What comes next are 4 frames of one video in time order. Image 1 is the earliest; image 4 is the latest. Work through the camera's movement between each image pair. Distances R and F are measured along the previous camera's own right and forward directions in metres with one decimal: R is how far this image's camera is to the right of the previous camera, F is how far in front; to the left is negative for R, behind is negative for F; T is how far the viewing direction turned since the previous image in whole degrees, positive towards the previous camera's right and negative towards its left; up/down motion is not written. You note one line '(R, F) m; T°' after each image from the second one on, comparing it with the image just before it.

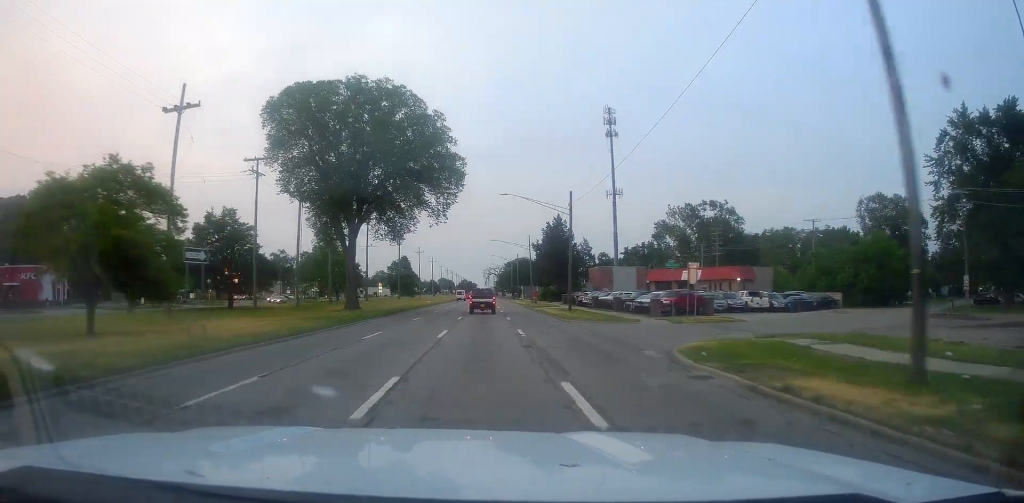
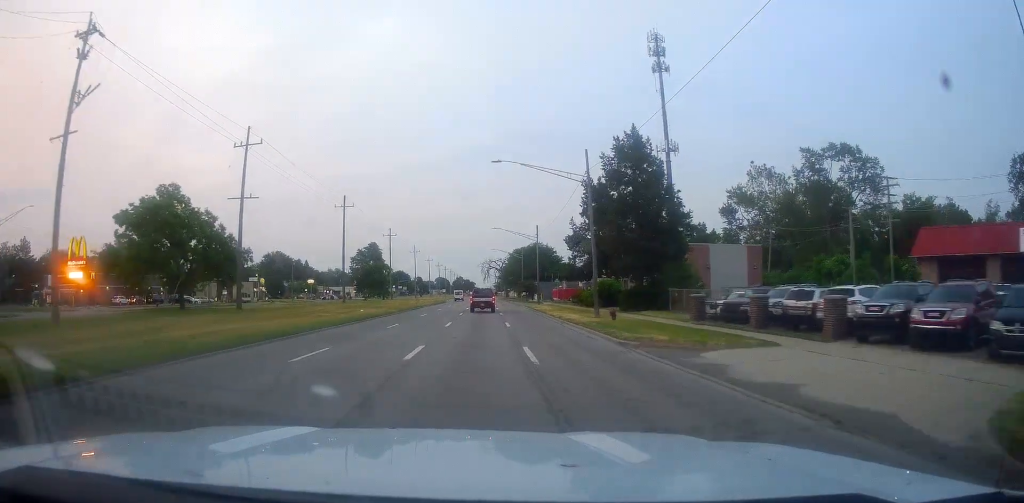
(+1.7, +54.2) m; +3°
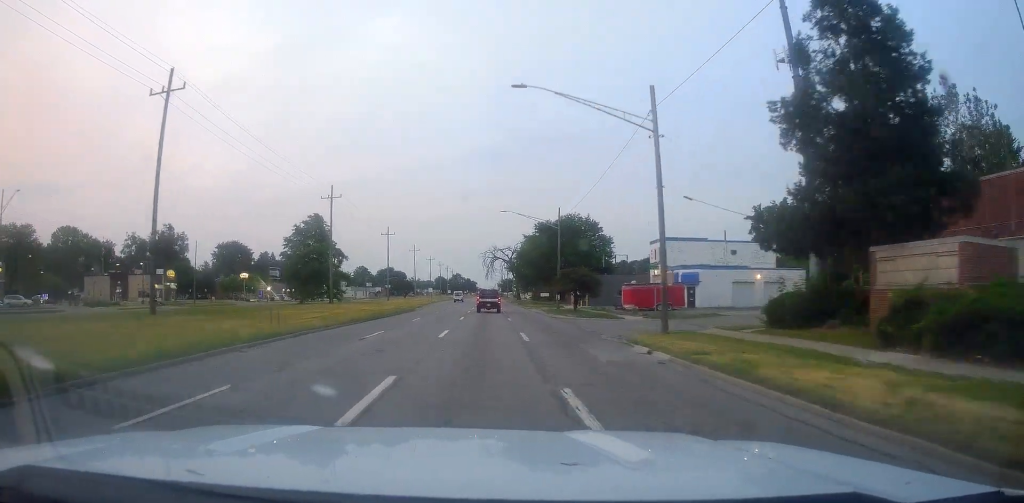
(-0.7, +52.9) m; 0°
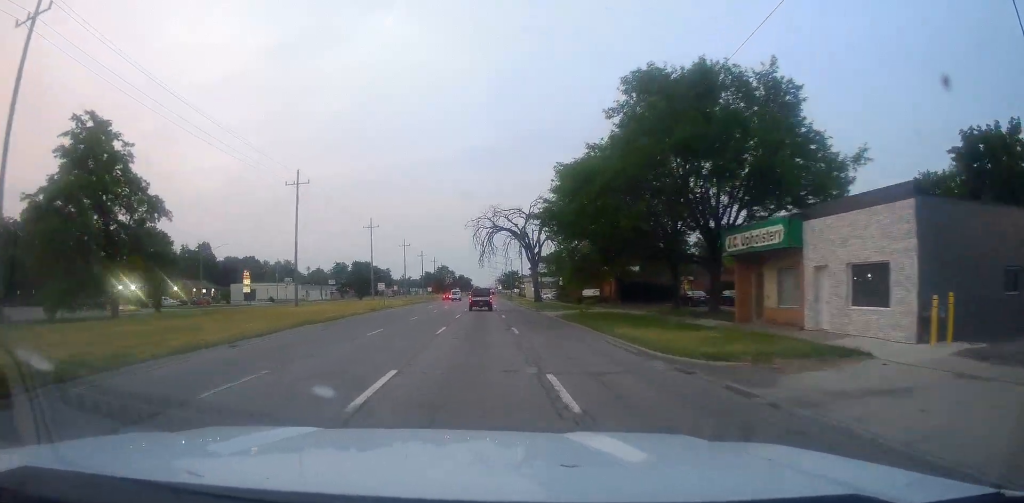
(-1.0, +58.6) m; 0°
